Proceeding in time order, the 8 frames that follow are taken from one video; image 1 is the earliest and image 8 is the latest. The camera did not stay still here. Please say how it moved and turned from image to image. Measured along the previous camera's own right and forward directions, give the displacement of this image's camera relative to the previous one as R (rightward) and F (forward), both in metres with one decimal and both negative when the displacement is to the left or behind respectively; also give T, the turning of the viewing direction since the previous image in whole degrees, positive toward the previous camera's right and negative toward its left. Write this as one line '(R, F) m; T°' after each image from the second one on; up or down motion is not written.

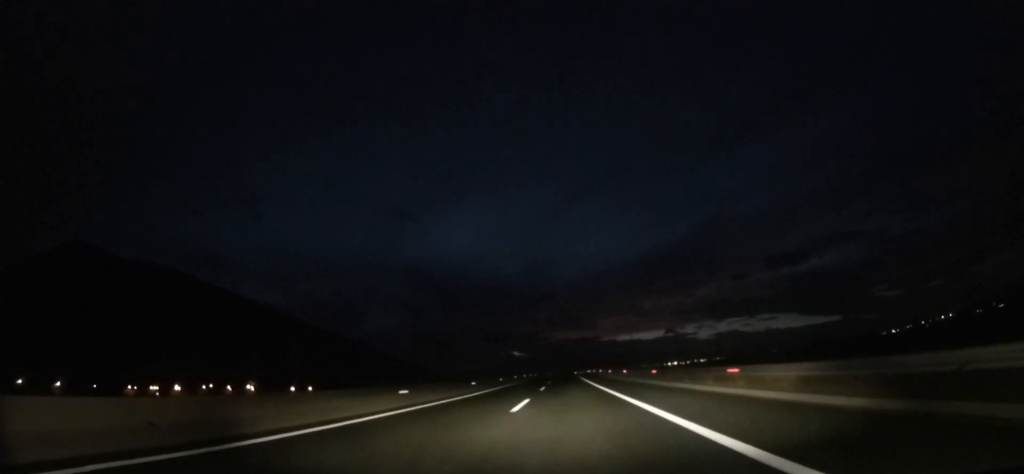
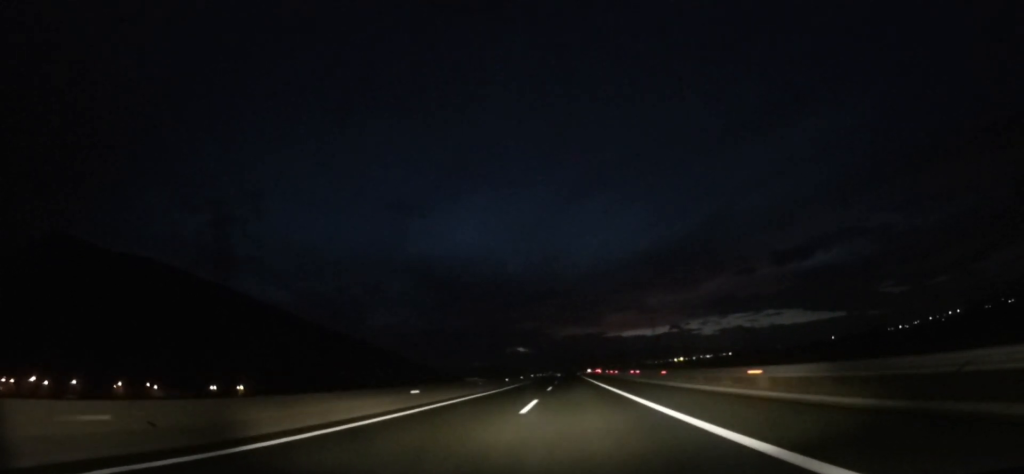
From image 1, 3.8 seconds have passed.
(-0.3, +123.4) m; 0°
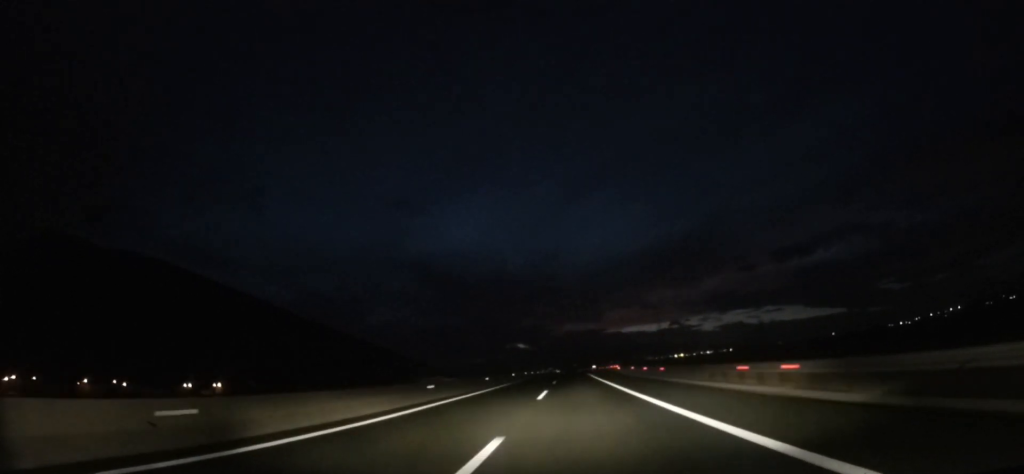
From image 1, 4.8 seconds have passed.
(+0.2, +29.1) m; 0°
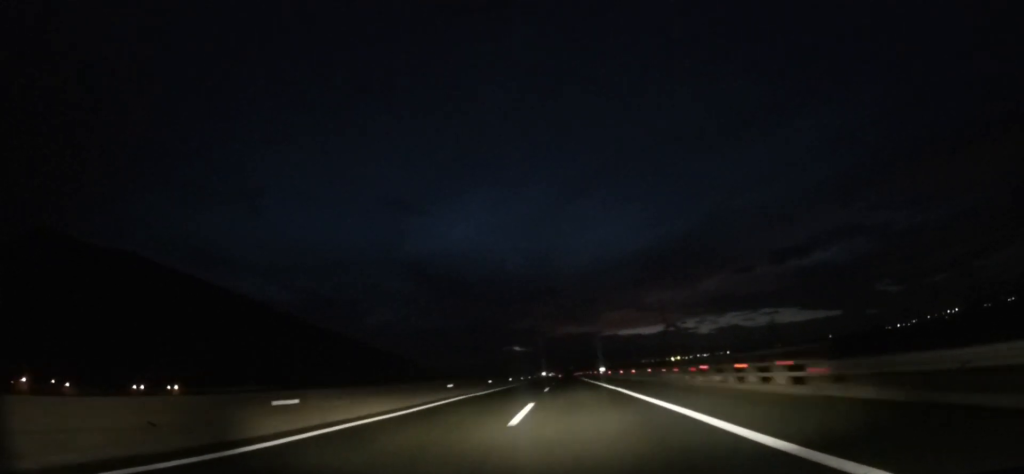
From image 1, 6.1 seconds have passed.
(0.0, +41.2) m; 0°
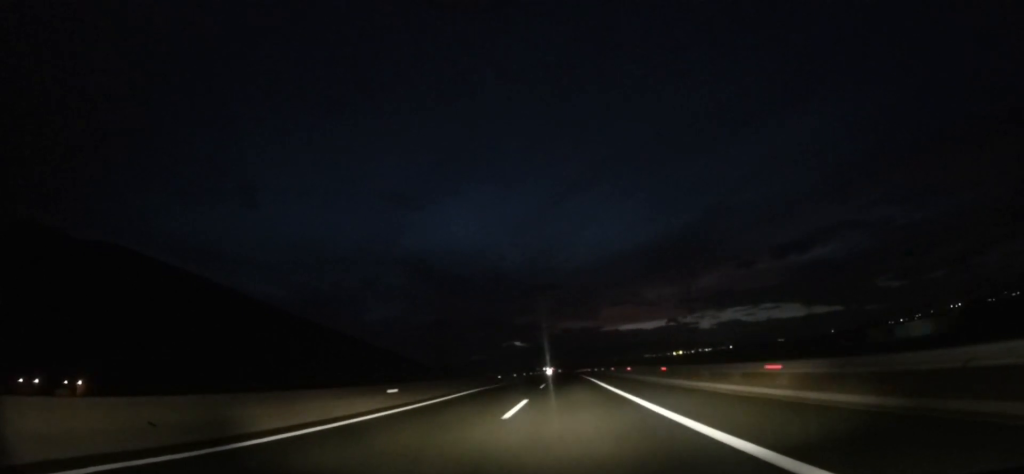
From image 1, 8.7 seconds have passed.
(-0.8, +75.8) m; -1°
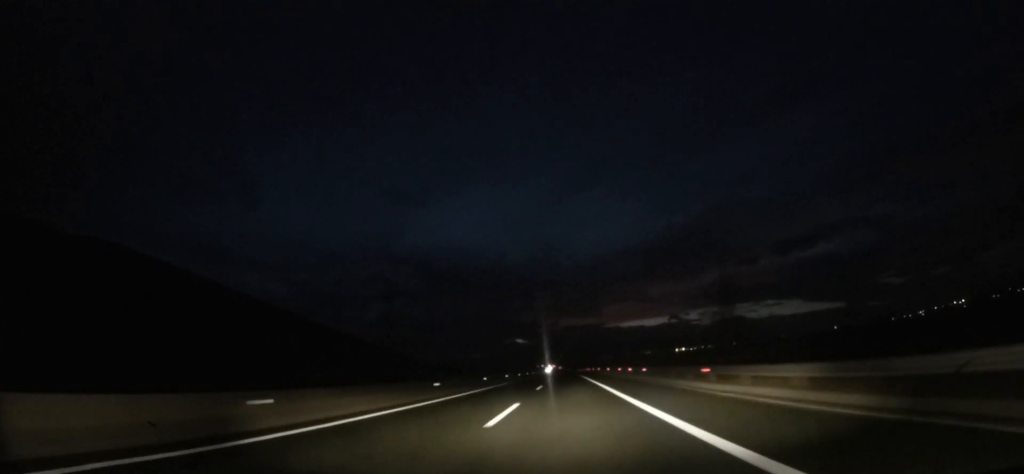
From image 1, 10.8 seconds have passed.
(+0.1, +63.9) m; +1°
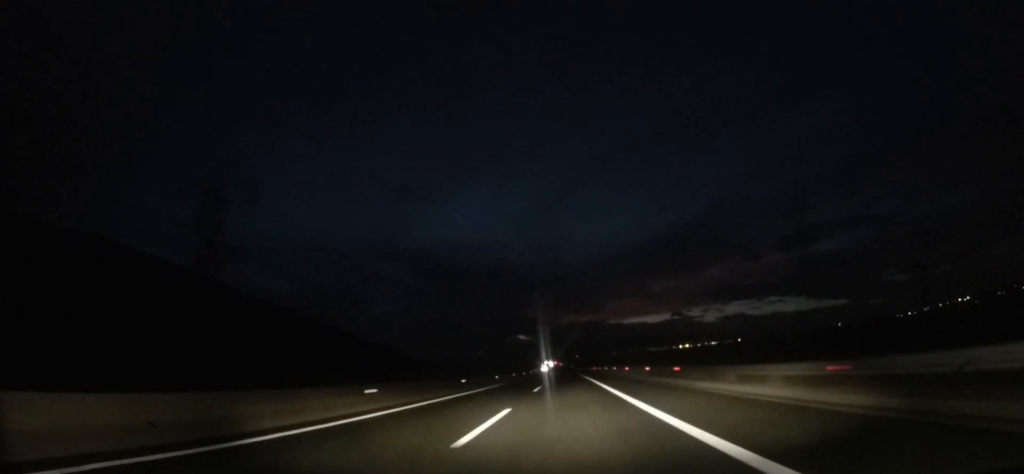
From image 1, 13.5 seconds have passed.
(+0.4, +102.1) m; 0°
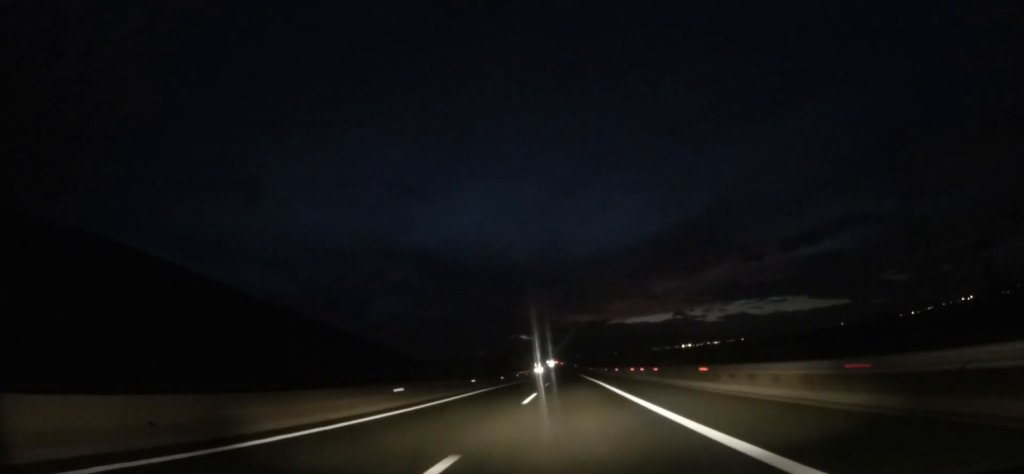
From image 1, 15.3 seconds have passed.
(-0.9, +73.9) m; 0°
